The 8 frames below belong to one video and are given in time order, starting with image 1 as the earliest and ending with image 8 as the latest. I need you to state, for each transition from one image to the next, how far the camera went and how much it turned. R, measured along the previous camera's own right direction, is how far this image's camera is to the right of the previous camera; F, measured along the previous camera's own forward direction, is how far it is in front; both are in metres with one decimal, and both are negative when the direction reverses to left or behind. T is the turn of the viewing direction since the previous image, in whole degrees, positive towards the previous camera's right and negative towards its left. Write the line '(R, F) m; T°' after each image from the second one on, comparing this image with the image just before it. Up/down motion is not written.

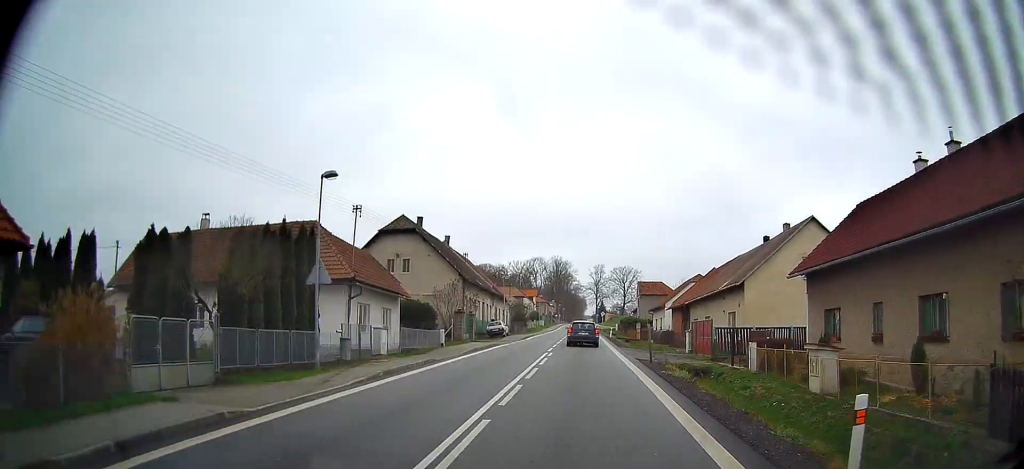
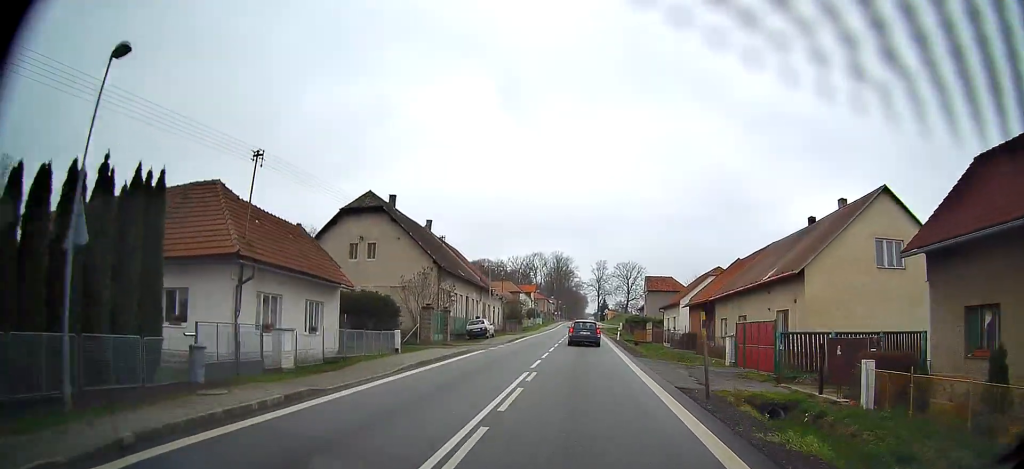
(-0.2, +9.5) m; 0°
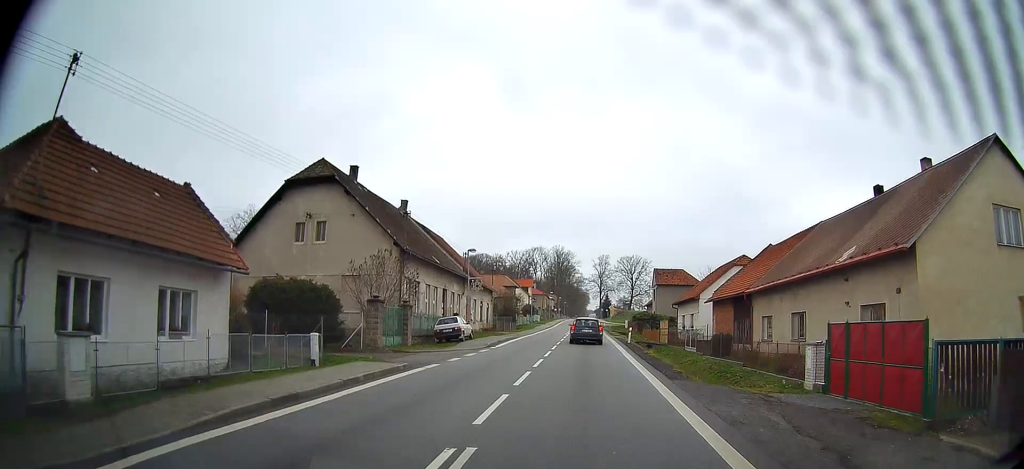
(0.0, +9.3) m; 0°
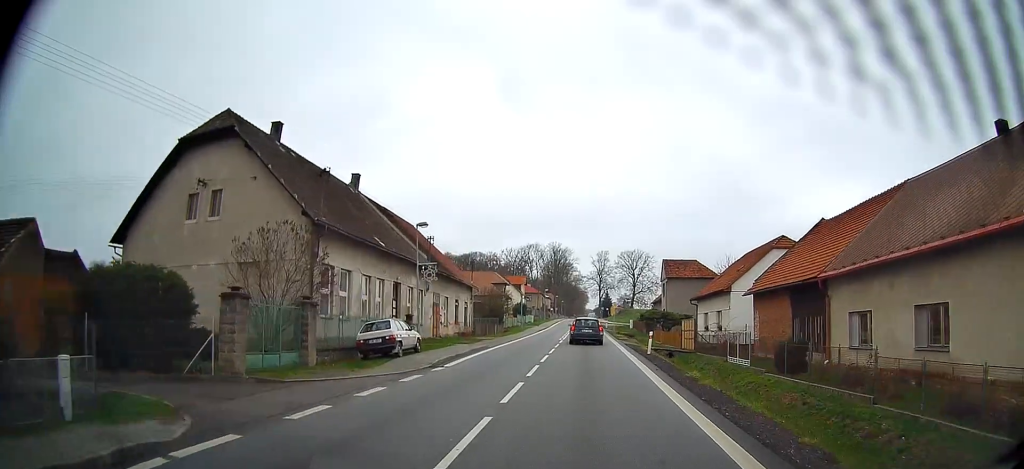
(+0.2, +11.1) m; 0°
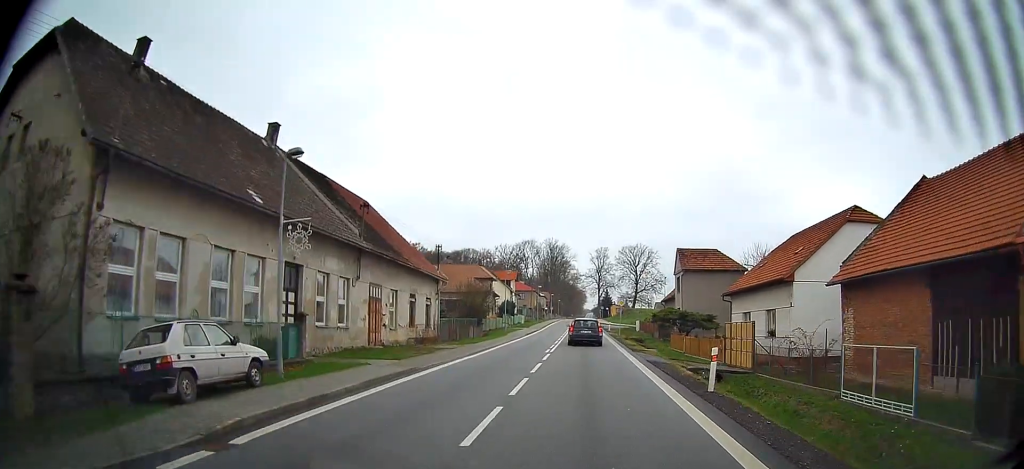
(-0.1, +12.2) m; 0°
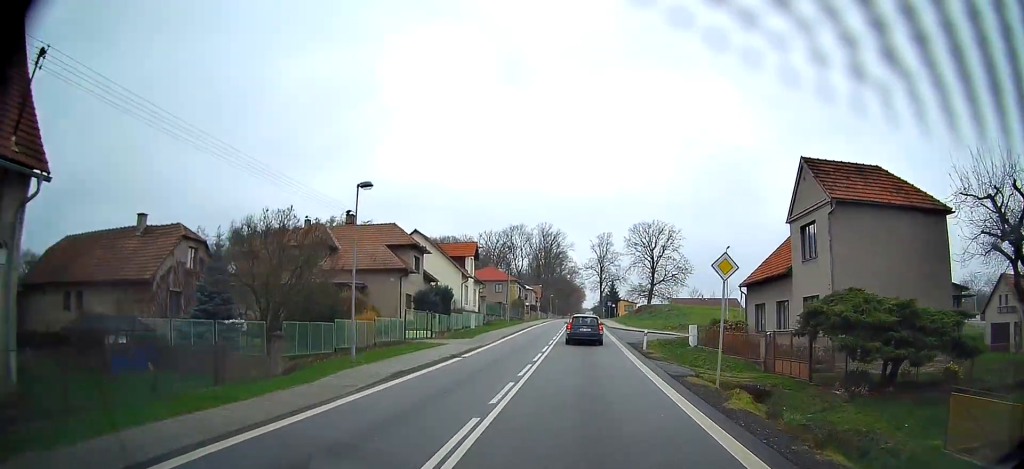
(+0.3, +35.2) m; 0°
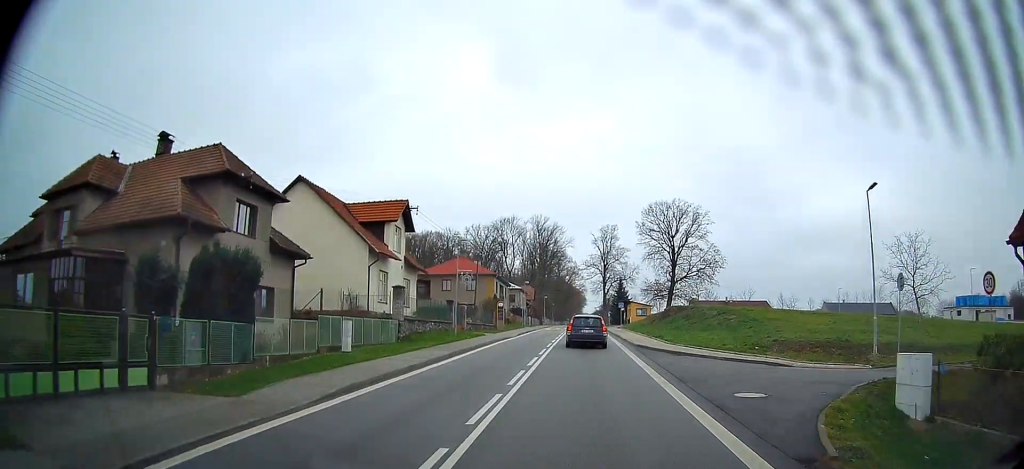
(-0.1, +24.2) m; -1°
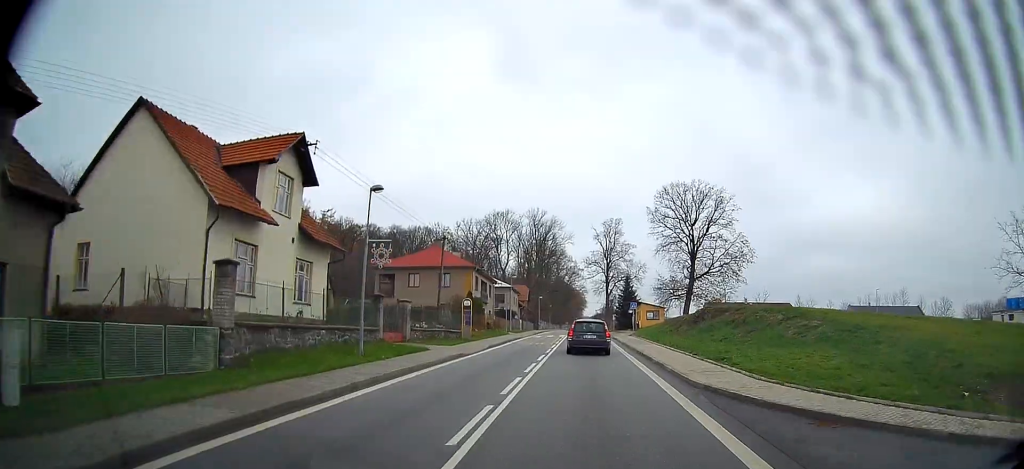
(-0.2, +14.7) m; 0°
